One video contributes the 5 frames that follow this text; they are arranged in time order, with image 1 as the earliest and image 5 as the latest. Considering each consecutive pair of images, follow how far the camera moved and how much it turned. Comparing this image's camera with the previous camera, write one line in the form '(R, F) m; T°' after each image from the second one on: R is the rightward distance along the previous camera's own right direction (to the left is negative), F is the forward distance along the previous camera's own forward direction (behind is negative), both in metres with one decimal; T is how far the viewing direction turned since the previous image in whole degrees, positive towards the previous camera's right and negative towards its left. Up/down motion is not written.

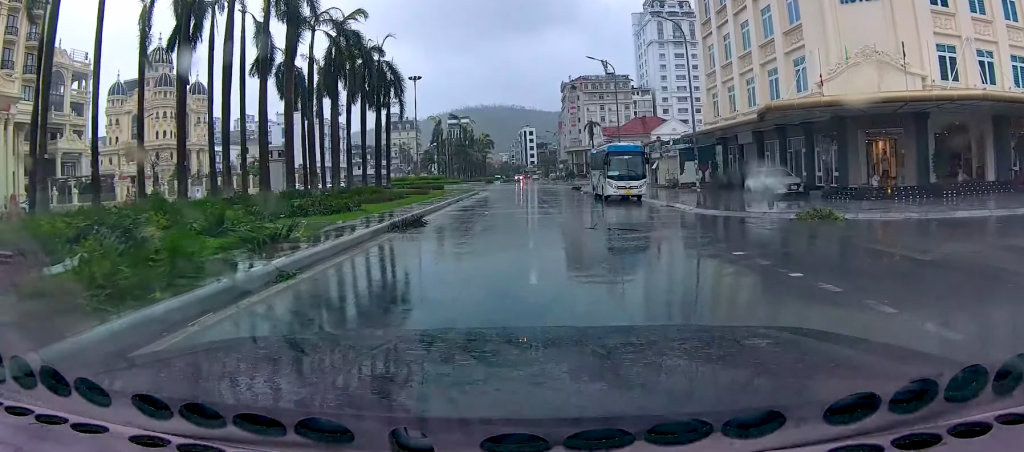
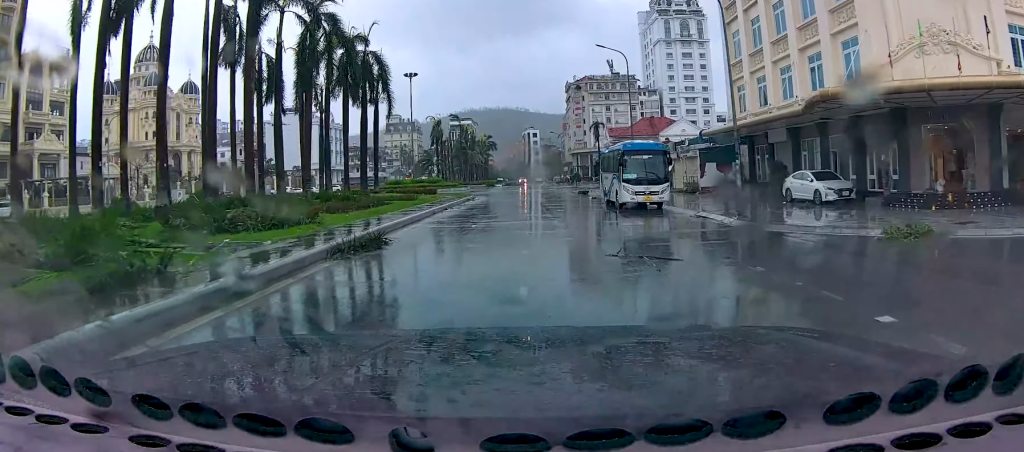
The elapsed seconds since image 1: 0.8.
(+0.1, +5.2) m; 0°
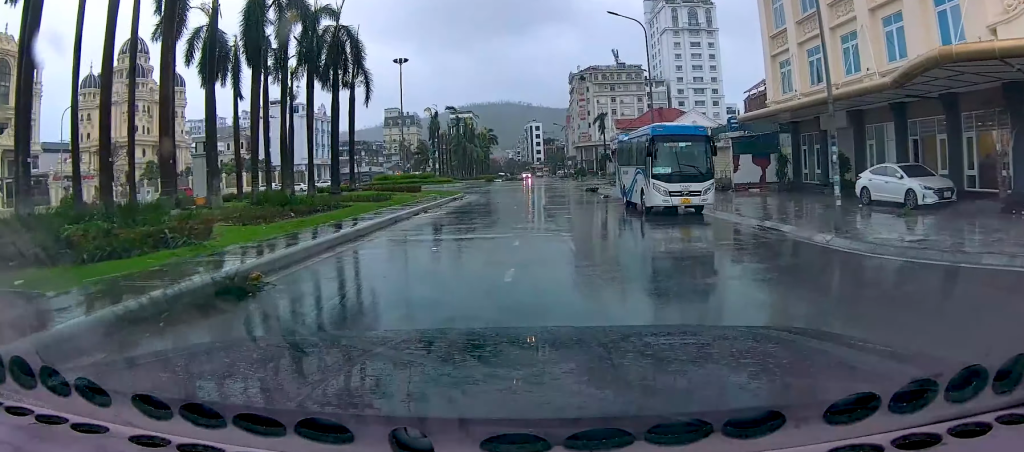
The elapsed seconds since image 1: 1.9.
(-0.2, +6.9) m; -3°
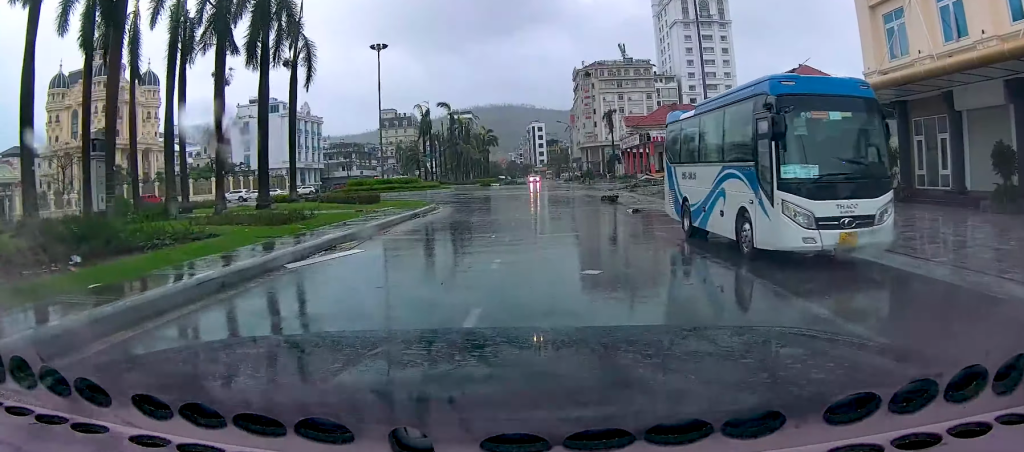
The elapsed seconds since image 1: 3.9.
(-0.8, +11.4) m; -3°
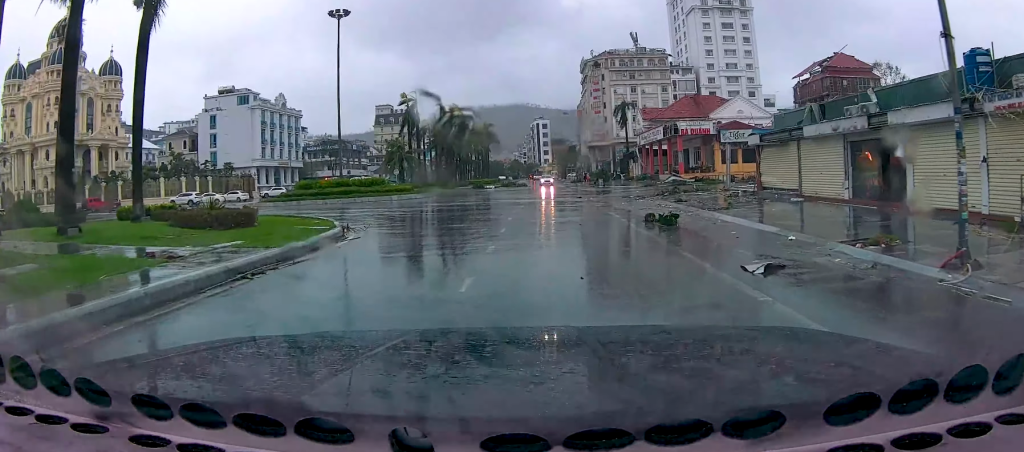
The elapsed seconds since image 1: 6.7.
(+1.1, +13.8) m; +5°
